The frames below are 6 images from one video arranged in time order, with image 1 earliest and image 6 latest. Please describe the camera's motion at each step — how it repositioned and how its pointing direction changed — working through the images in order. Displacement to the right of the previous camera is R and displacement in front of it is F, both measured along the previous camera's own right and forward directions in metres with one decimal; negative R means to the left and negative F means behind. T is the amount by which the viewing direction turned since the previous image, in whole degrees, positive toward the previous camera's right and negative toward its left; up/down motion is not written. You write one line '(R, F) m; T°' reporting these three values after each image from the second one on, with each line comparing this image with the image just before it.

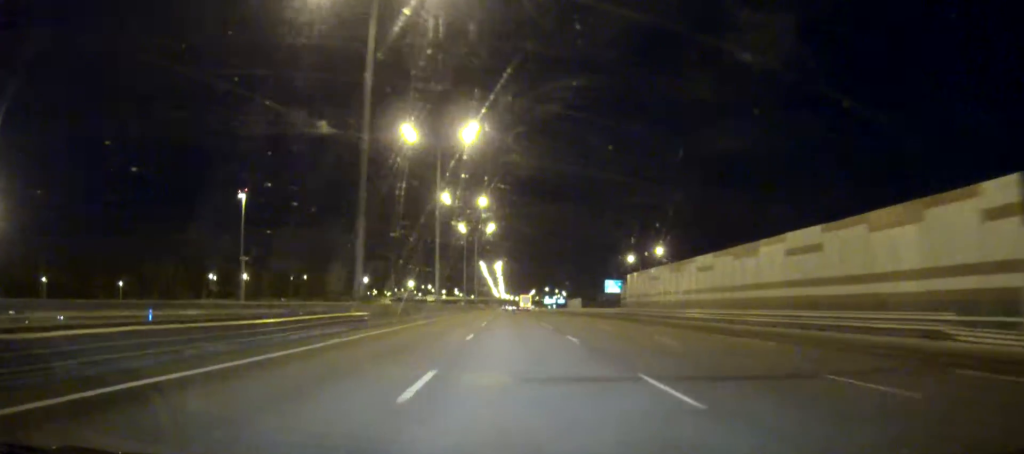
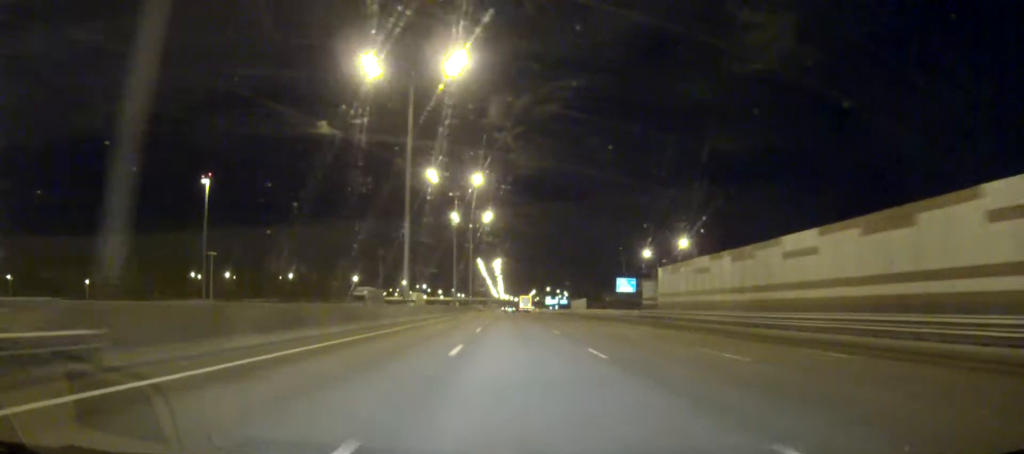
(0.0, +23.2) m; 0°
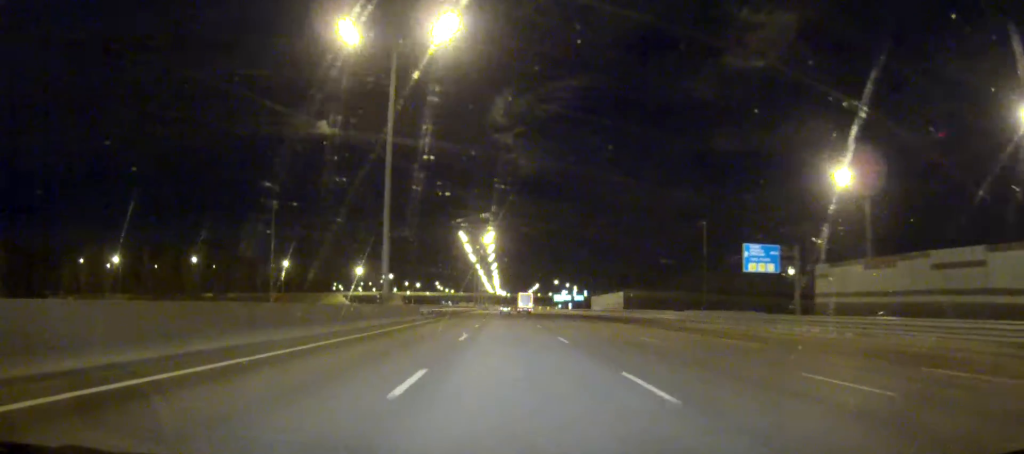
(+0.2, +103.8) m; 0°
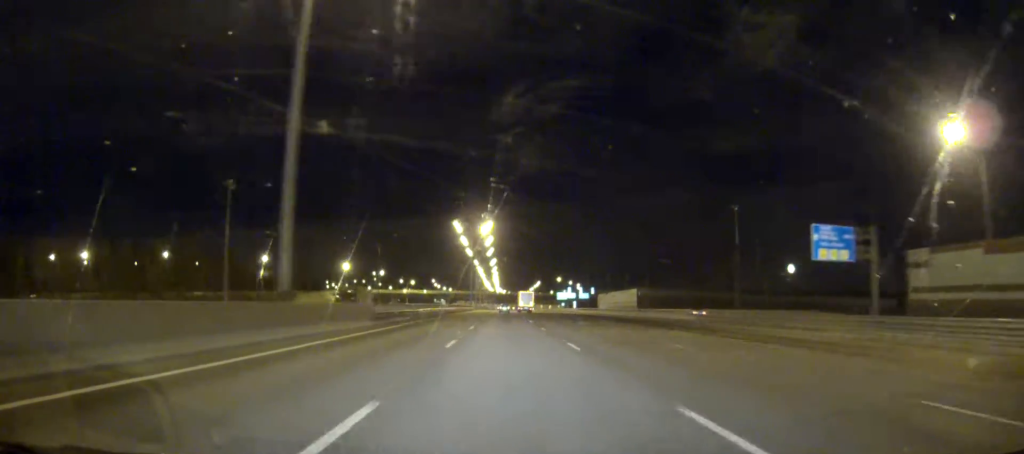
(0.0, +20.8) m; 0°
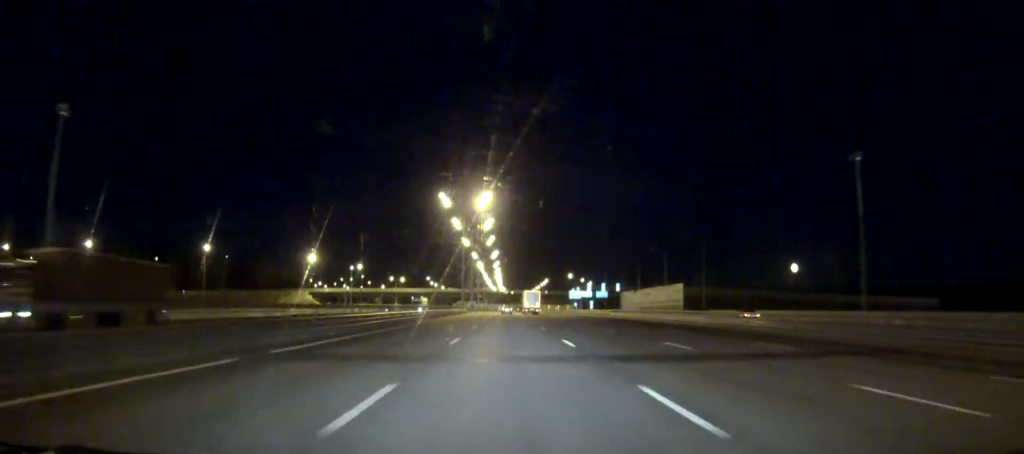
(0.0, +45.5) m; 0°
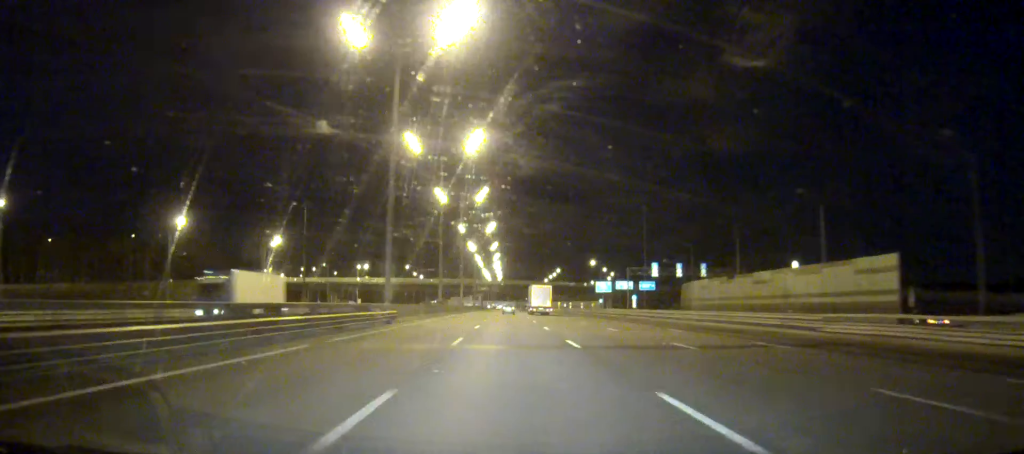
(-0.1, +80.2) m; 0°
